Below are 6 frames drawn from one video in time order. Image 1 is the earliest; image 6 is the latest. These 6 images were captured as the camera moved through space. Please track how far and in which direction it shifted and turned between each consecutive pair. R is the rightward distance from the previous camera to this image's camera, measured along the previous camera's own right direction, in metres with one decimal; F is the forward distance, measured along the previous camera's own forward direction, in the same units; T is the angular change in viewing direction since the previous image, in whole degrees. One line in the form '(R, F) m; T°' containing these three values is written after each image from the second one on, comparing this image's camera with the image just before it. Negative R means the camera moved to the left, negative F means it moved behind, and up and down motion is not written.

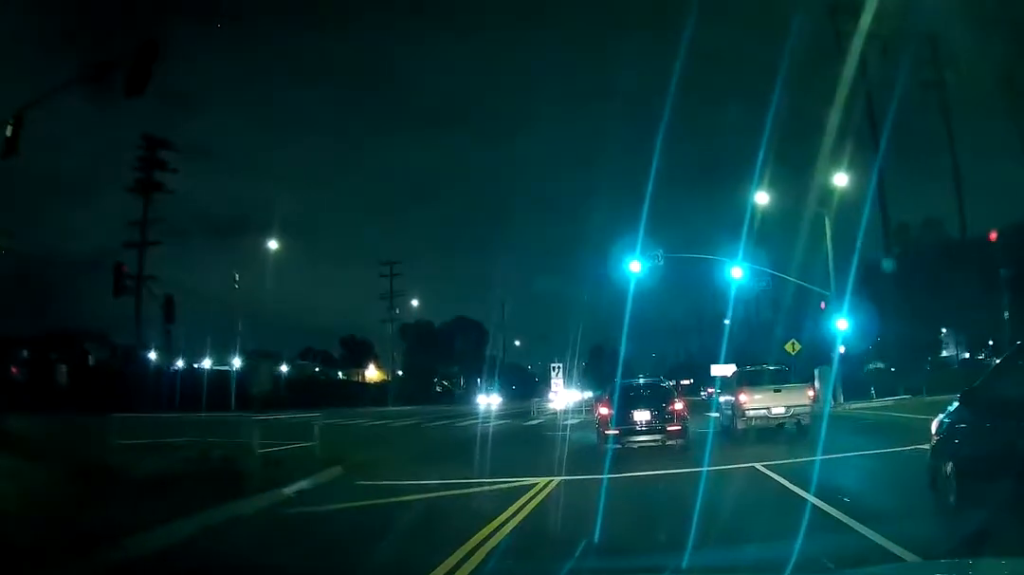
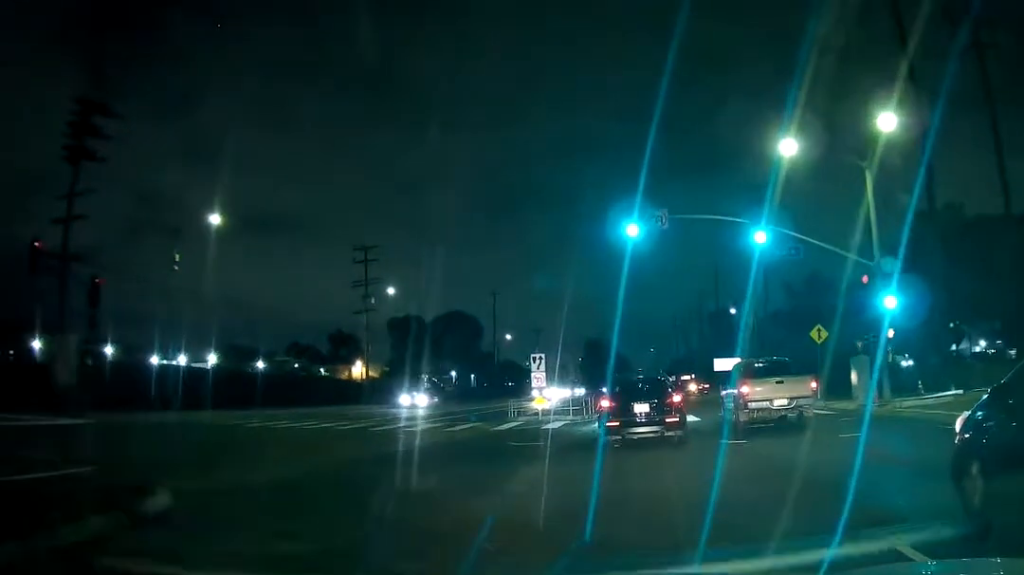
(+0.1, +6.7) m; 0°
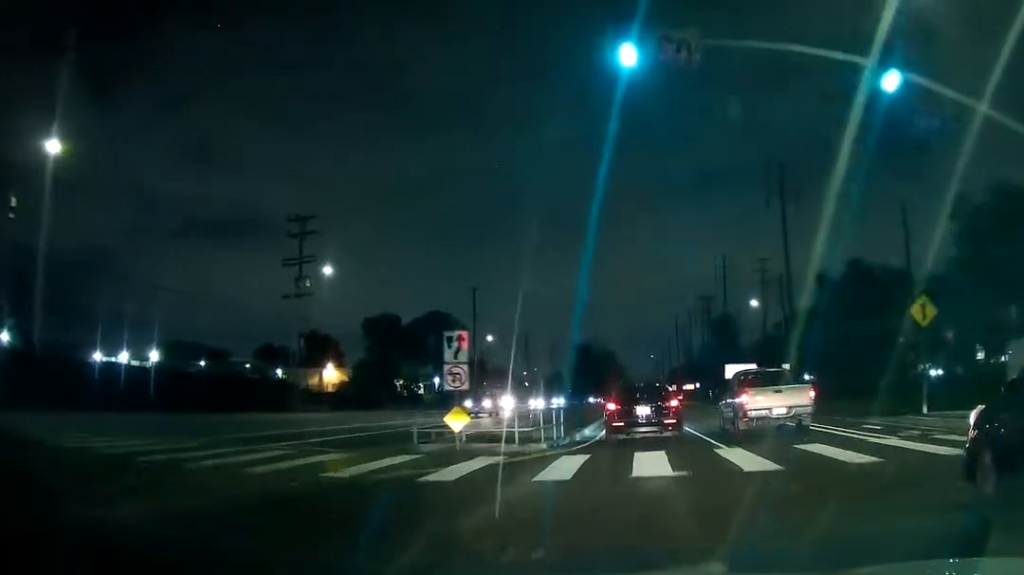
(-0.3, +14.5) m; -2°
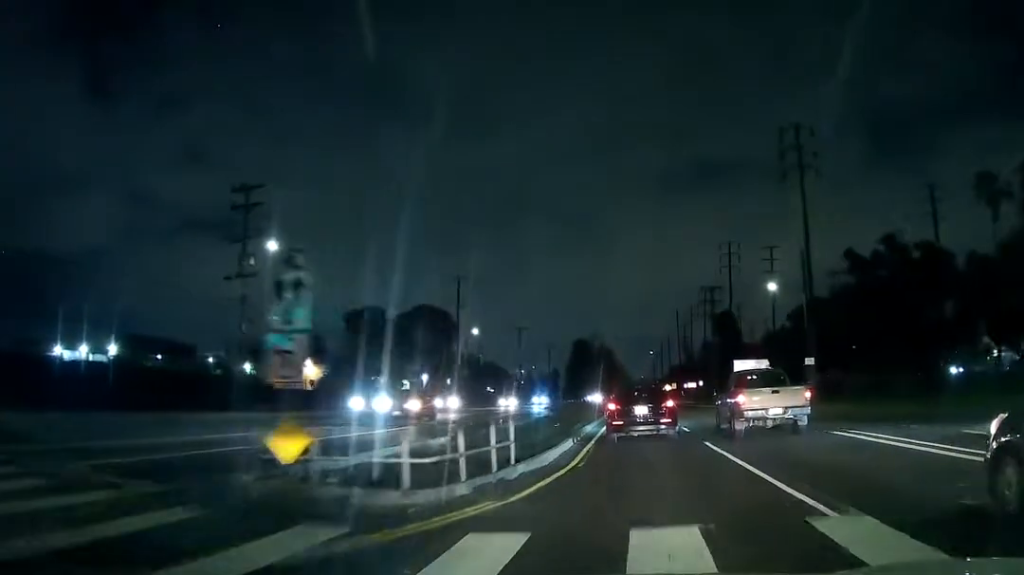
(0.0, +9.0) m; +1°
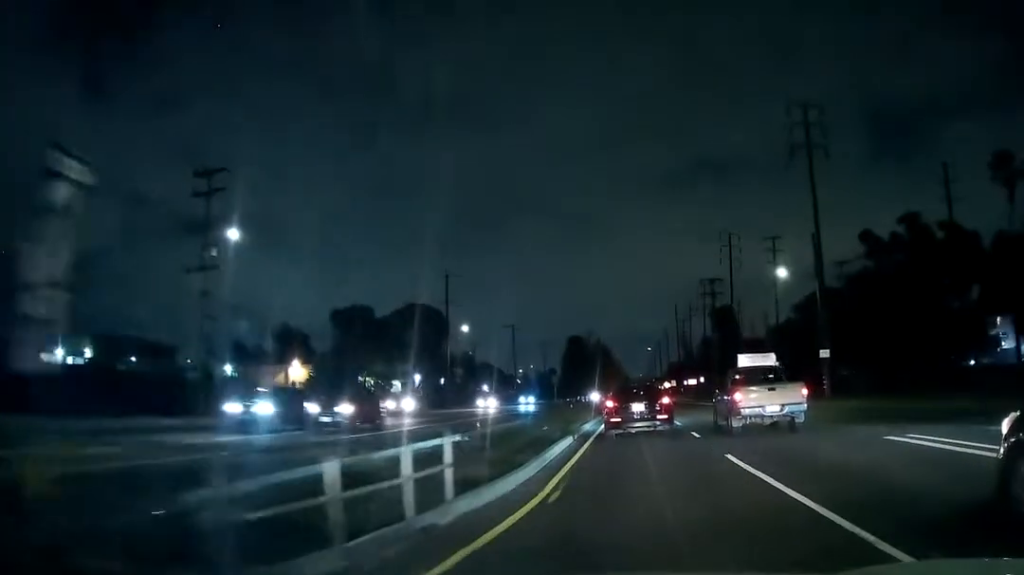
(+0.1, +4.8) m; +1°
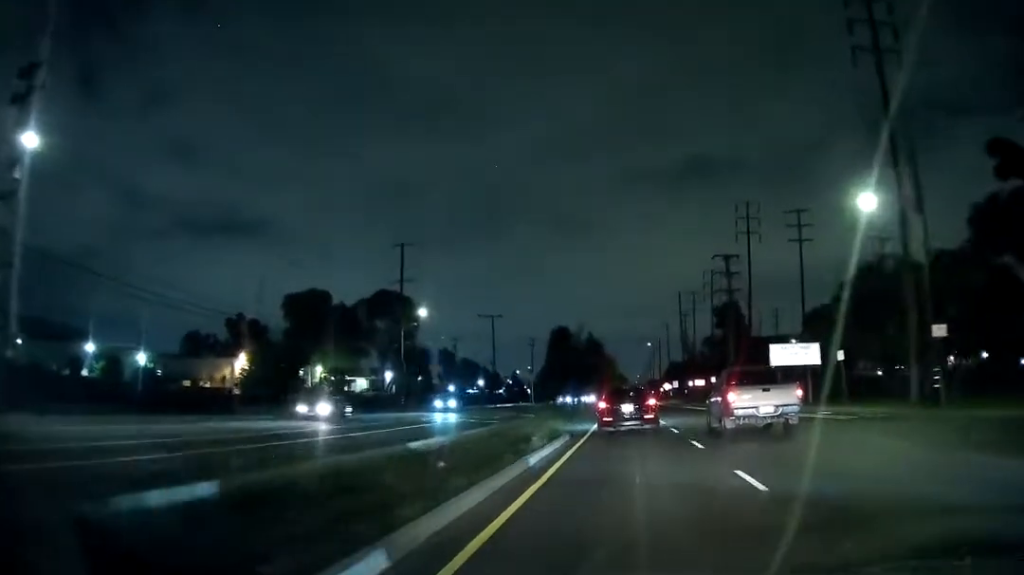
(0.0, +18.5) m; 0°
